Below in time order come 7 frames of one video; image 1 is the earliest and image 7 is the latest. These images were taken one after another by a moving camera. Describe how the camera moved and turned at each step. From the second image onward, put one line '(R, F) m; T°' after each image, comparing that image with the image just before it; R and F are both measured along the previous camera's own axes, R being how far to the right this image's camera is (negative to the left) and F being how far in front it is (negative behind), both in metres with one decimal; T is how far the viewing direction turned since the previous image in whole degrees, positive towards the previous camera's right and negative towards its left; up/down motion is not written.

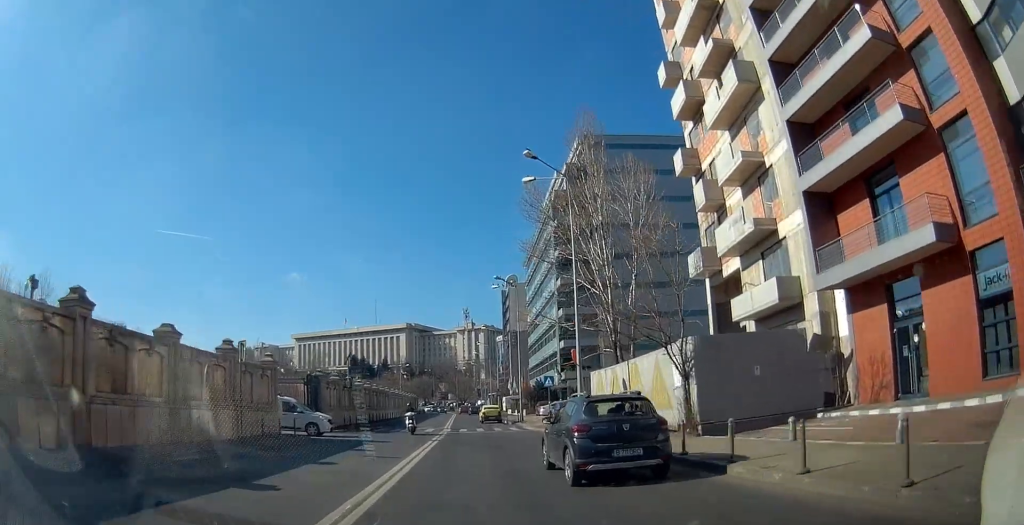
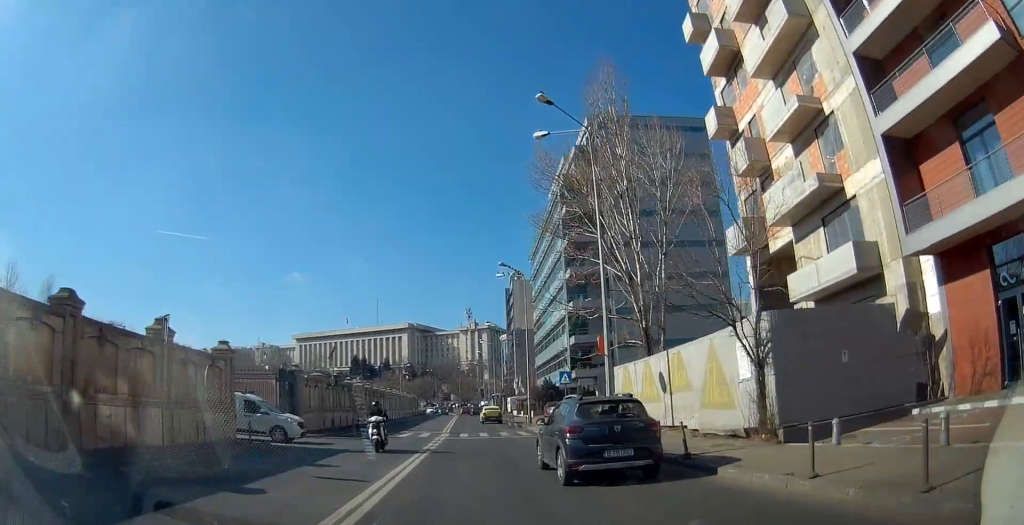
(0.0, +5.0) m; 0°
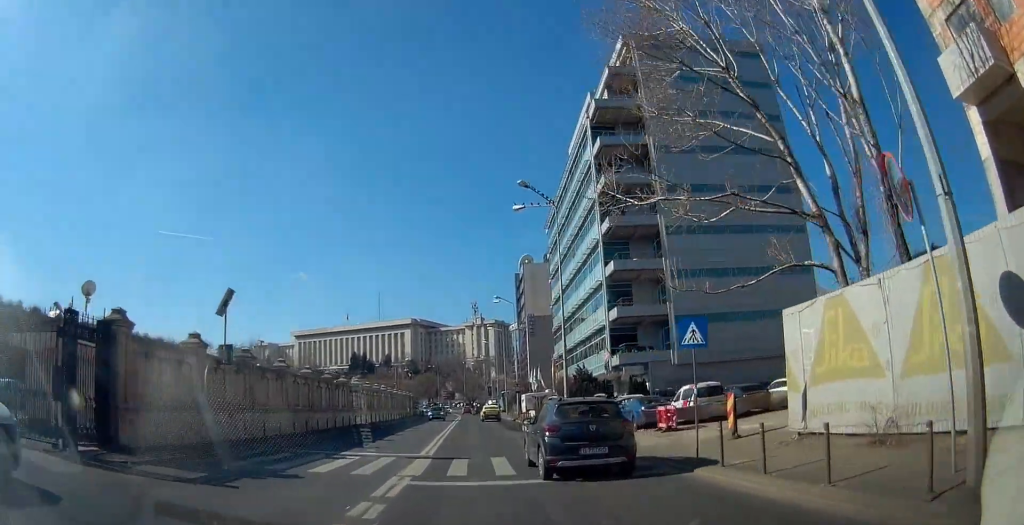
(-0.3, +15.6) m; -1°
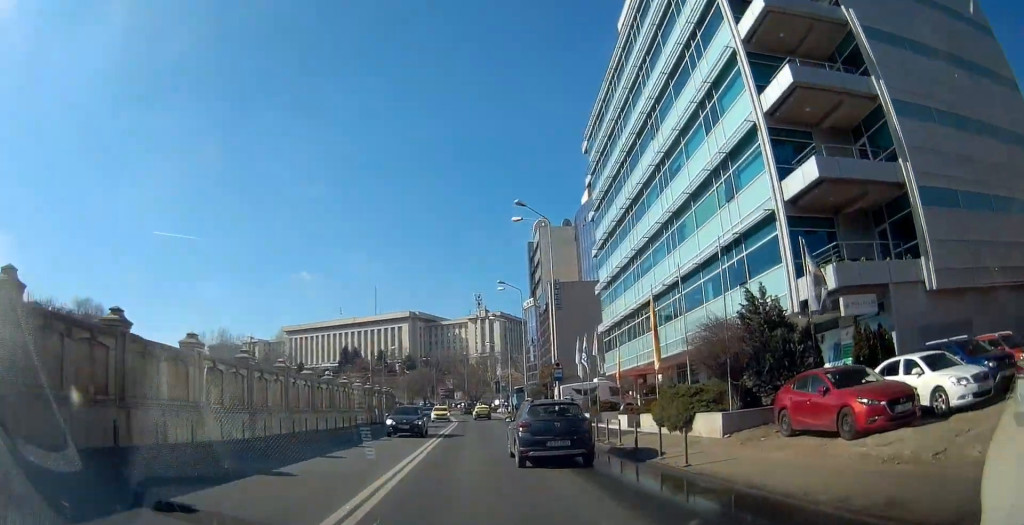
(+0.7, +26.5) m; 0°
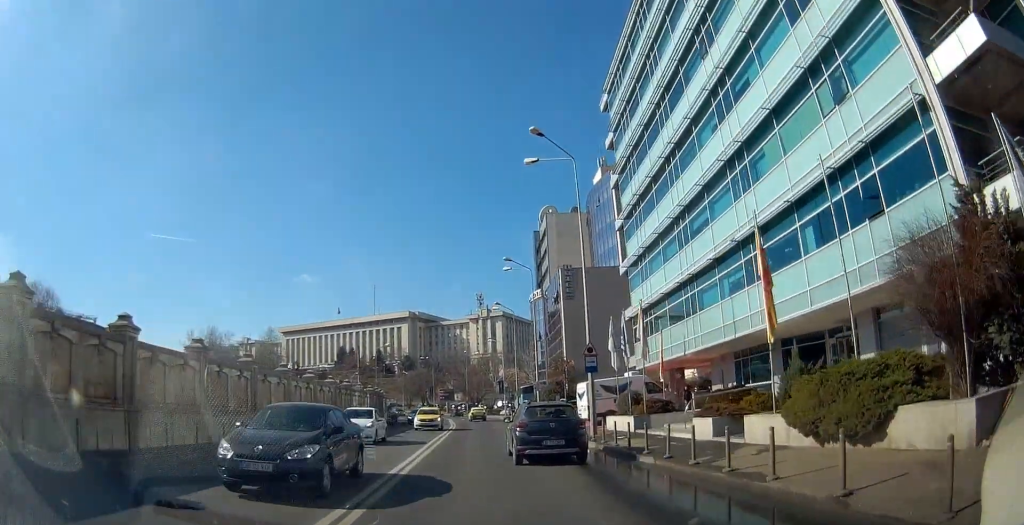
(-0.2, +8.5) m; -2°
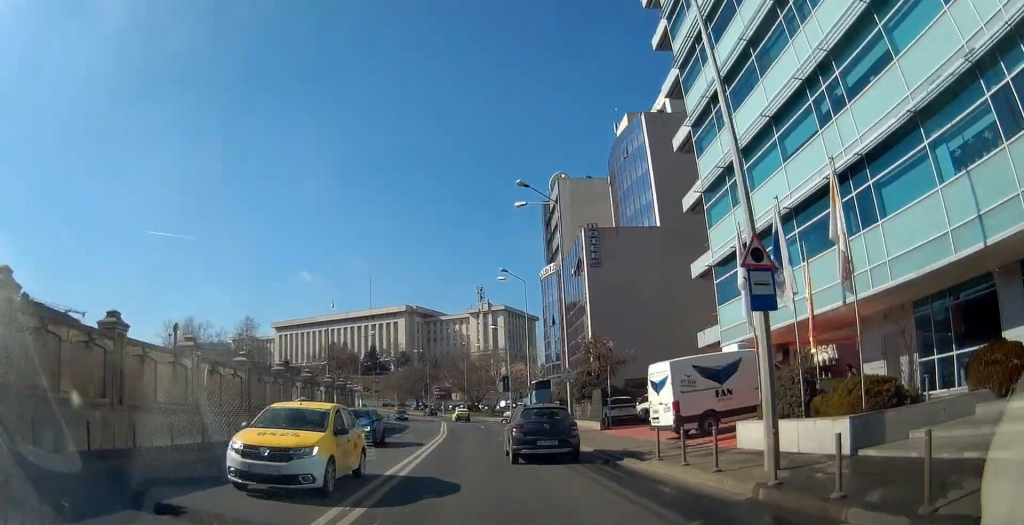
(-0.2, +13.7) m; -1°
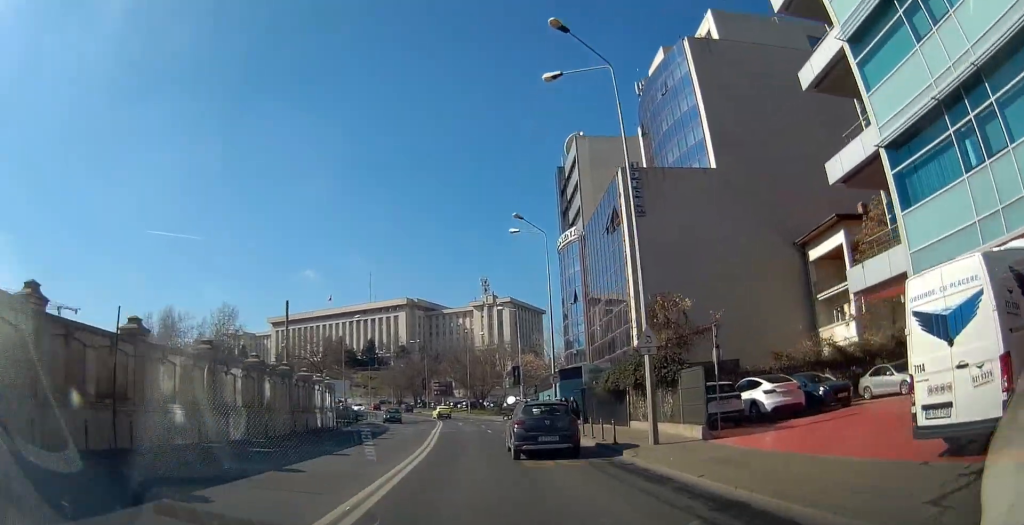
(+0.1, +12.4) m; 0°
